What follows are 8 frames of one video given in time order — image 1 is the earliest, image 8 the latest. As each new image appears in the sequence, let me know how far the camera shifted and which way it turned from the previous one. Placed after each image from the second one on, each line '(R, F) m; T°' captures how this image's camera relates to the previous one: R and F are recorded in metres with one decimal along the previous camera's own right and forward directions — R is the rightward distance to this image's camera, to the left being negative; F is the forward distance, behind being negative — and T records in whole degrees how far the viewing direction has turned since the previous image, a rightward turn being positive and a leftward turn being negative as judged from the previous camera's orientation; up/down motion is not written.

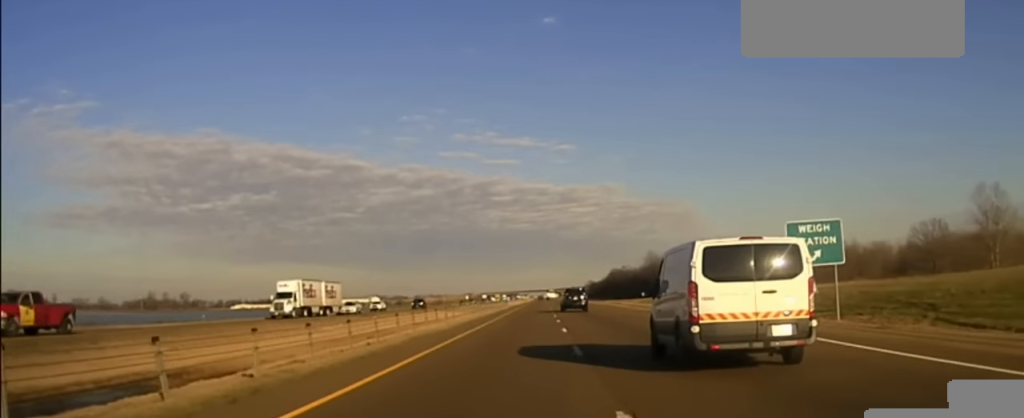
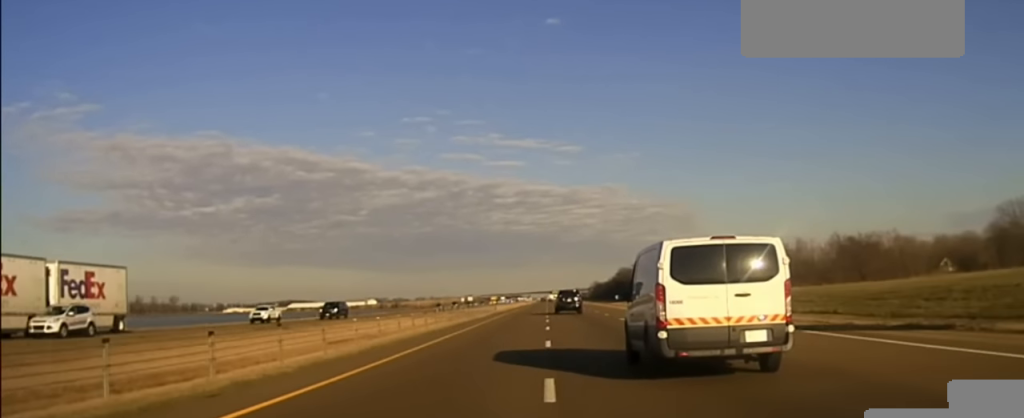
(+0.2, +32.7) m; 0°
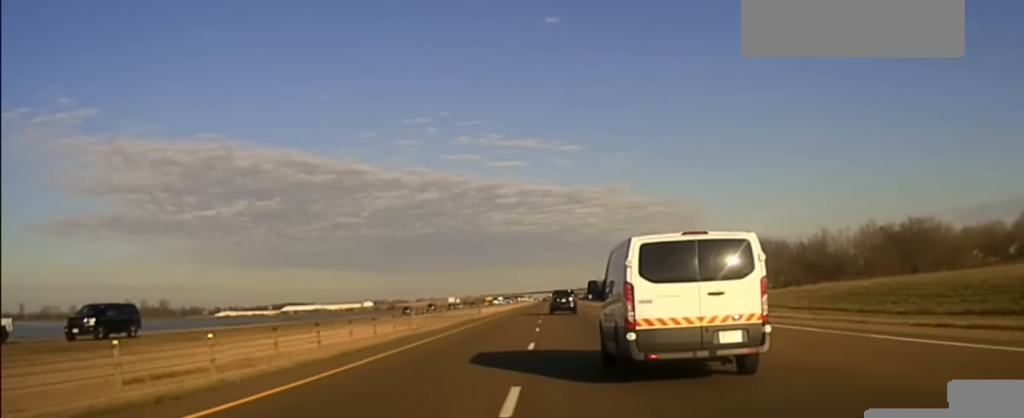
(-0.4, +25.6) m; 0°
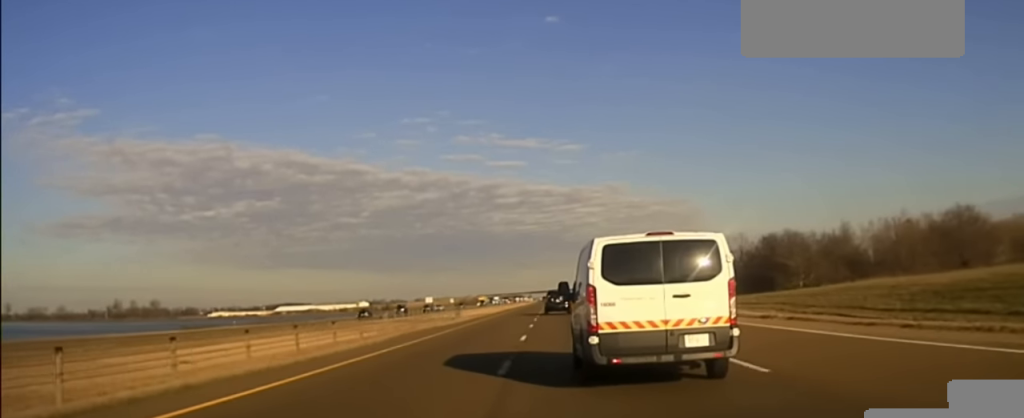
(+0.3, +20.6) m; 0°
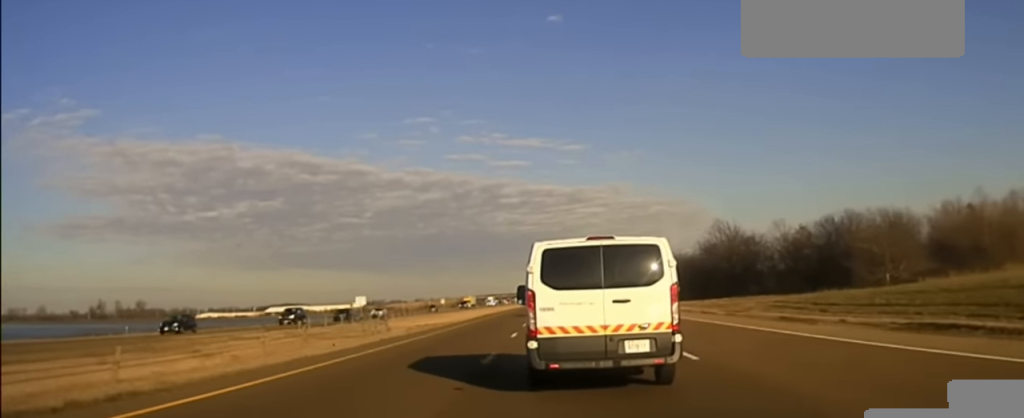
(-0.1, +35.1) m; 0°
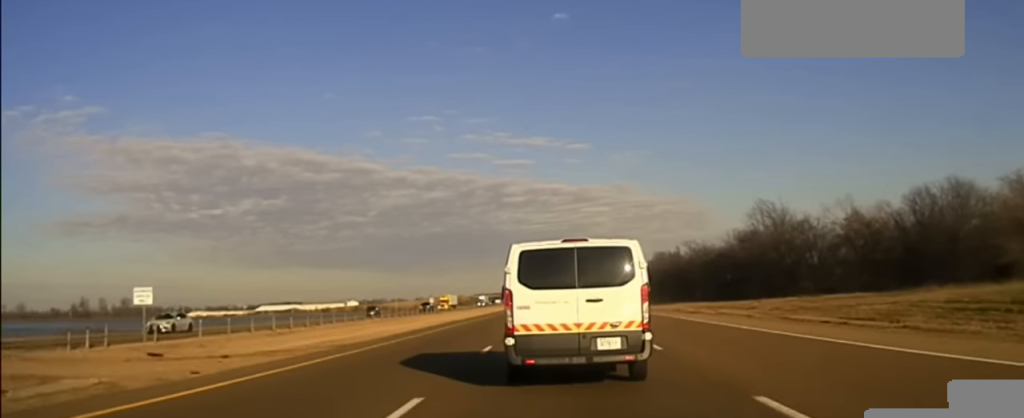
(0.0, +32.0) m; 0°
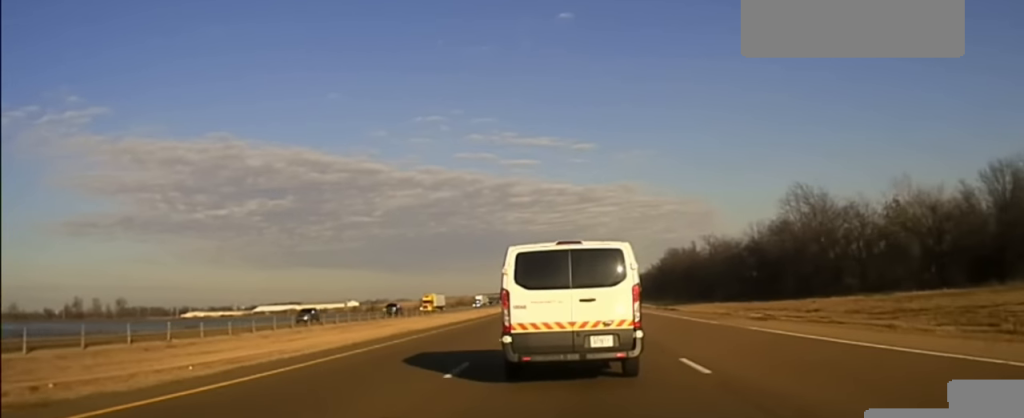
(0.0, +19.4) m; 0°
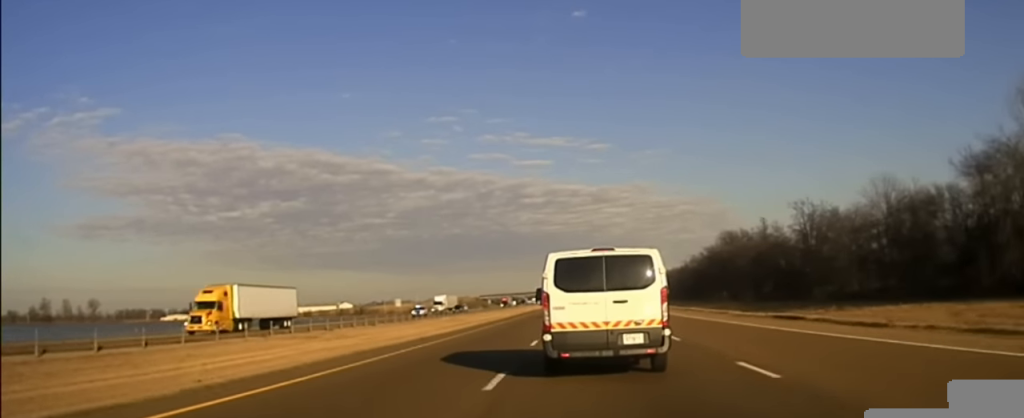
(-0.8, +62.3) m; -1°
